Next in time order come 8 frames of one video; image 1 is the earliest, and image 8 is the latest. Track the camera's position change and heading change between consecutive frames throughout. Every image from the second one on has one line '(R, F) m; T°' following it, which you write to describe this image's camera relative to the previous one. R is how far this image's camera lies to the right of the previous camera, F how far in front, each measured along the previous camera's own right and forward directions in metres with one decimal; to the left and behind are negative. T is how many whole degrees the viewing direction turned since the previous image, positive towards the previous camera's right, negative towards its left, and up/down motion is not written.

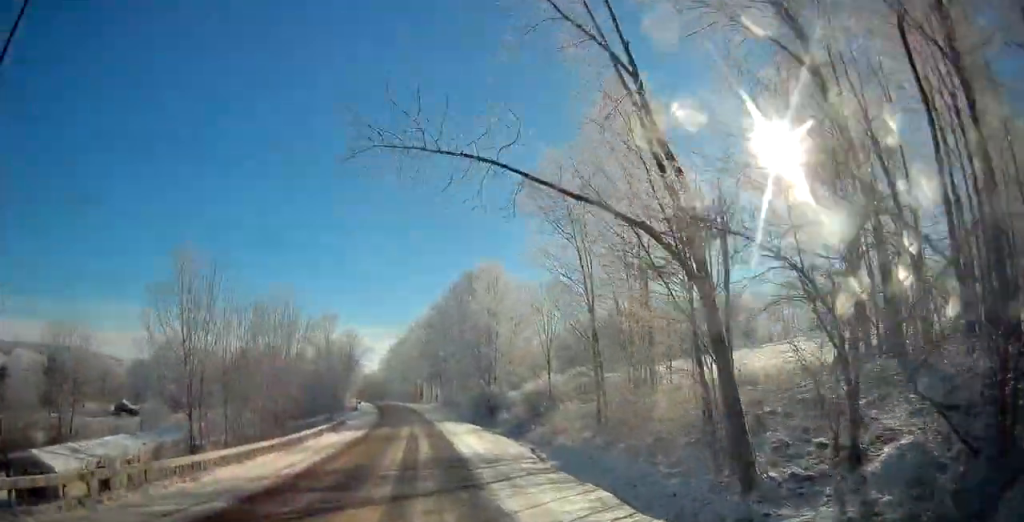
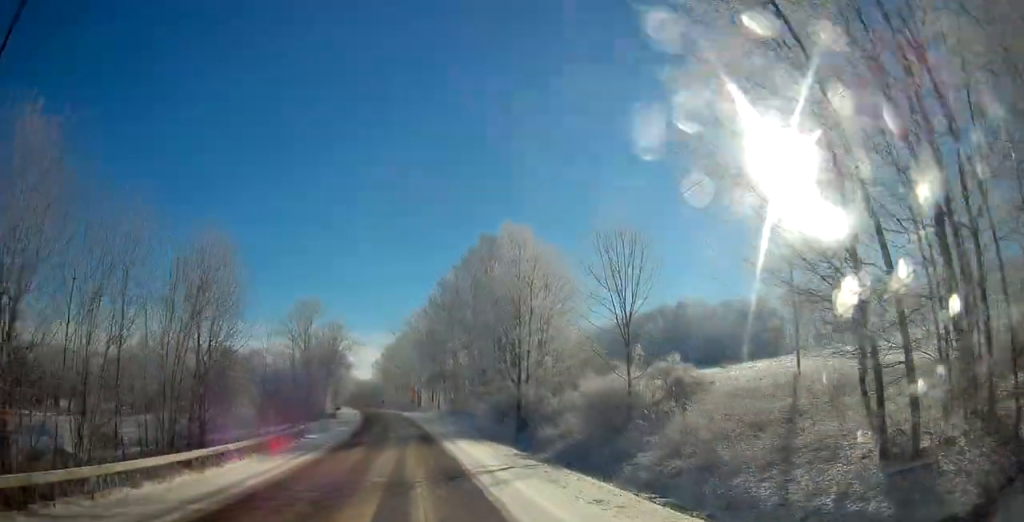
(-2.3, +18.8) m; -8°
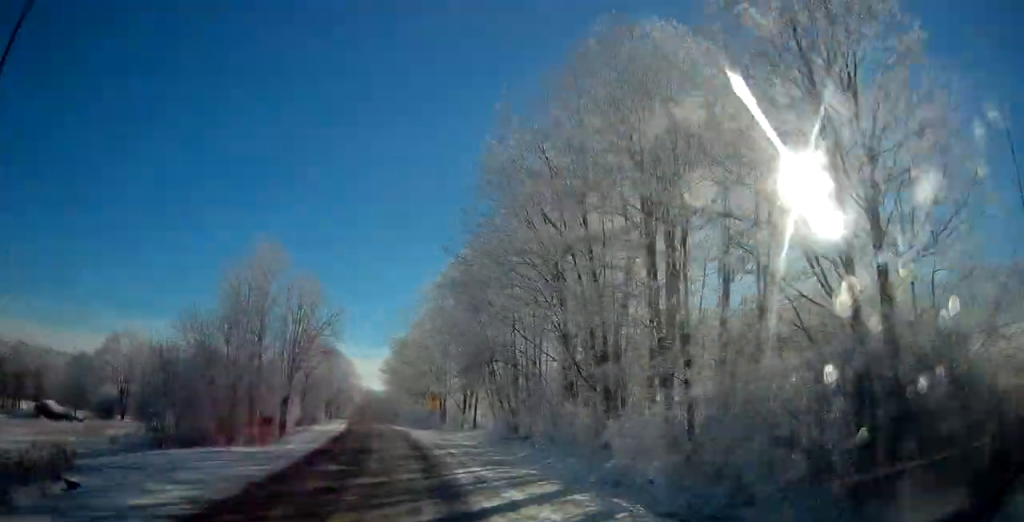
(-0.9, +33.2) m; -1°
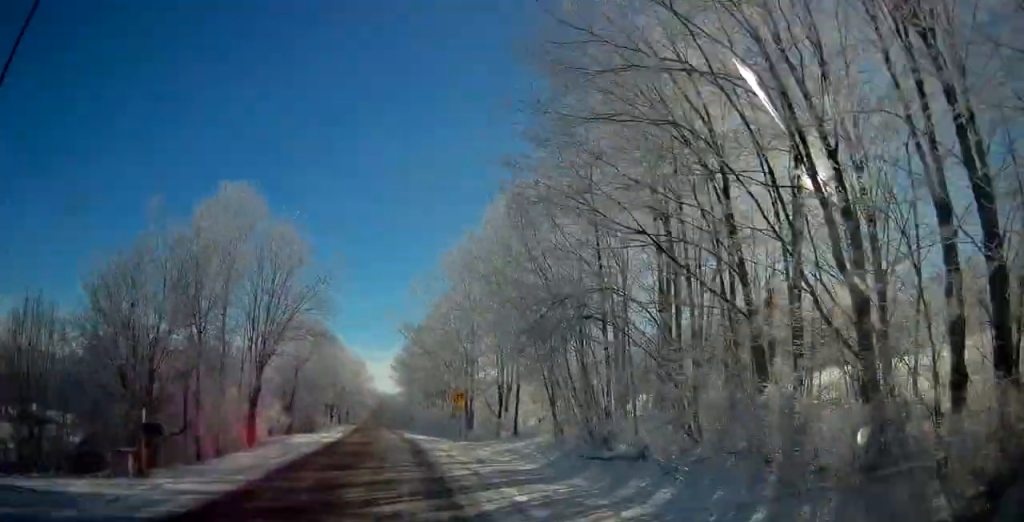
(+0.1, +14.2) m; -2°
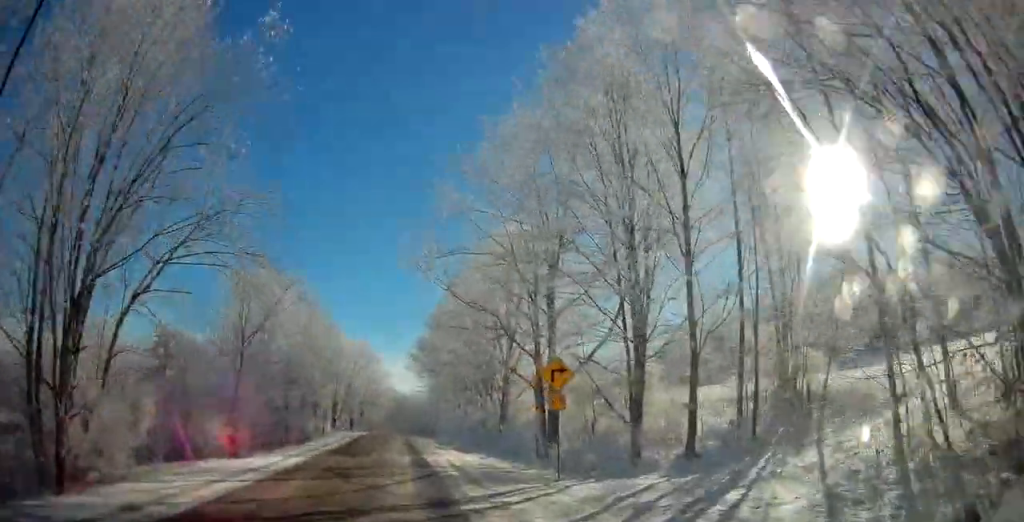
(-0.9, +23.0) m; -3°
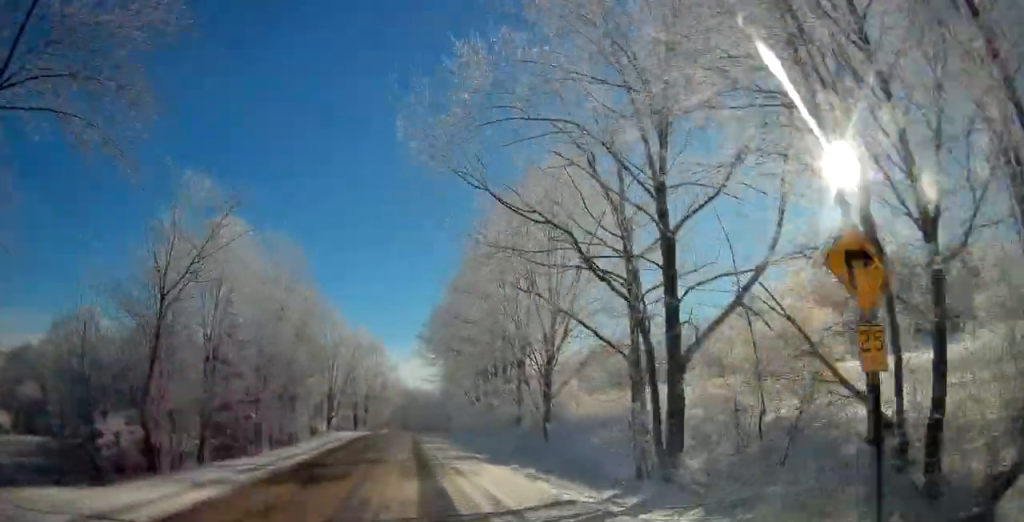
(-0.1, +12.1) m; -1°
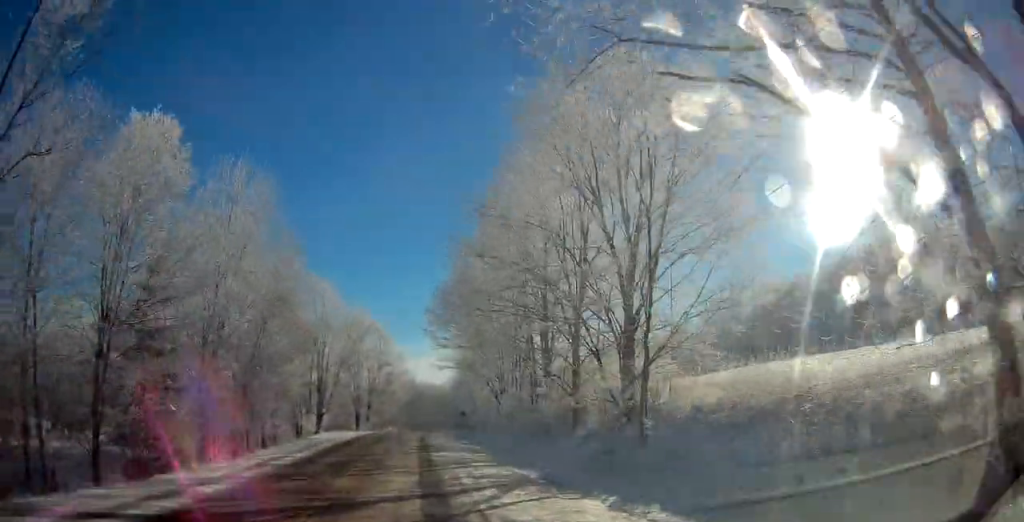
(0.0, +12.0) m; -1°
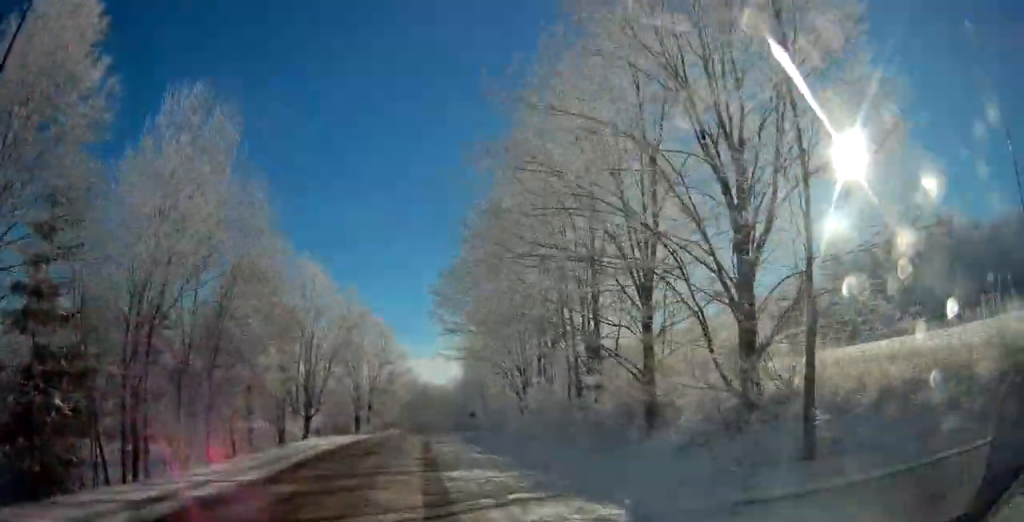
(-0.2, +8.1) m; 0°
